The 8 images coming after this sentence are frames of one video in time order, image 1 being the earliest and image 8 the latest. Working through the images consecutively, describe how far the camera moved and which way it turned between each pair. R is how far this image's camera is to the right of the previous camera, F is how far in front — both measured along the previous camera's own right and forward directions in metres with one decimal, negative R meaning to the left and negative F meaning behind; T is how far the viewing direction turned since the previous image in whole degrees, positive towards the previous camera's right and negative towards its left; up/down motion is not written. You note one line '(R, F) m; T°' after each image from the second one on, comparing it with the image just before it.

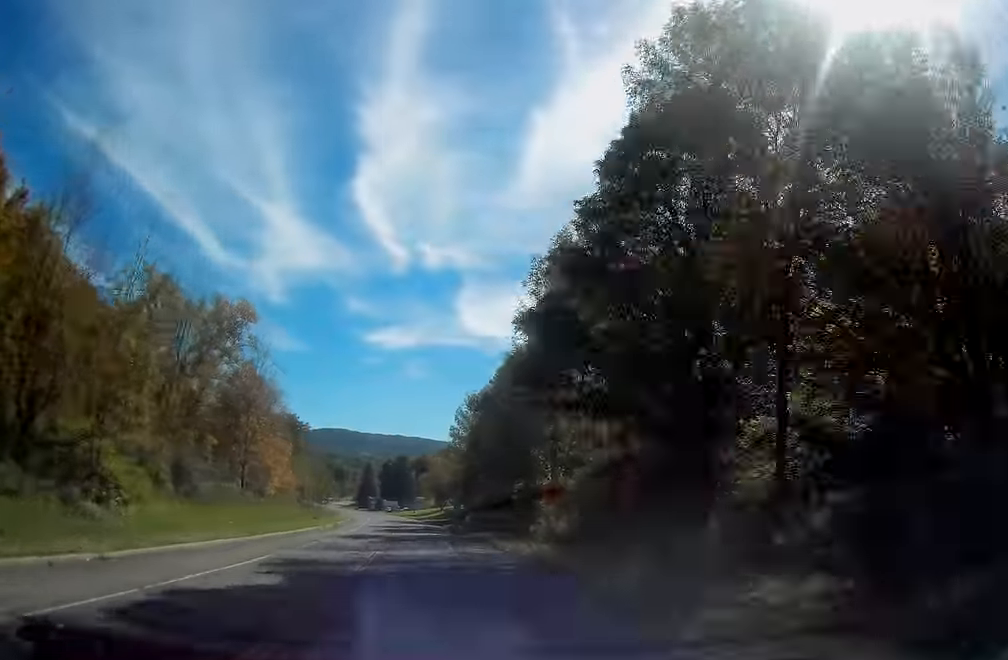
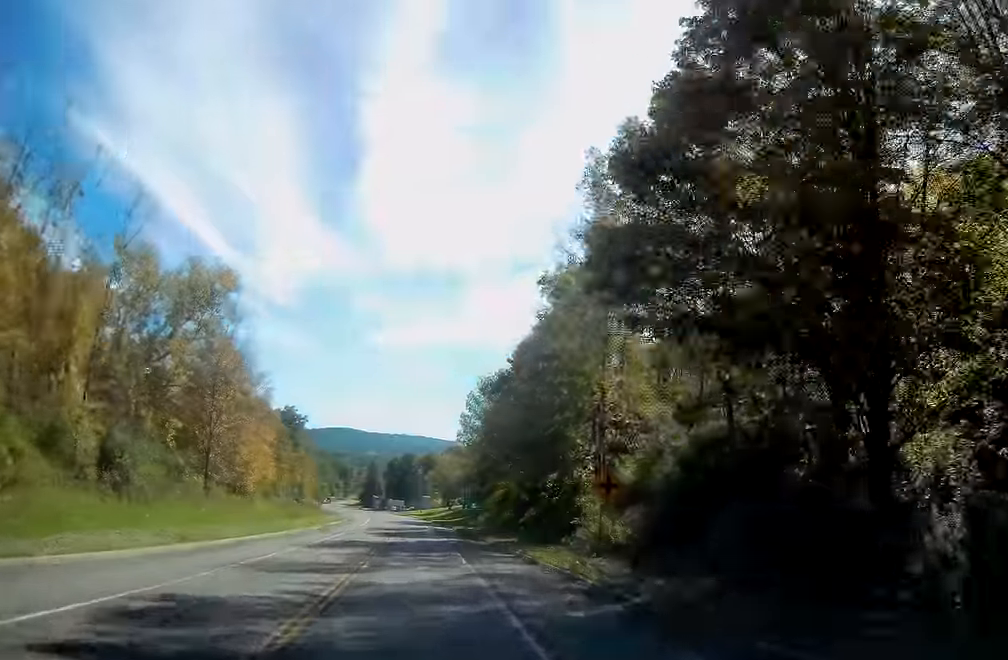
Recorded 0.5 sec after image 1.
(0.0, +11.4) m; -1°
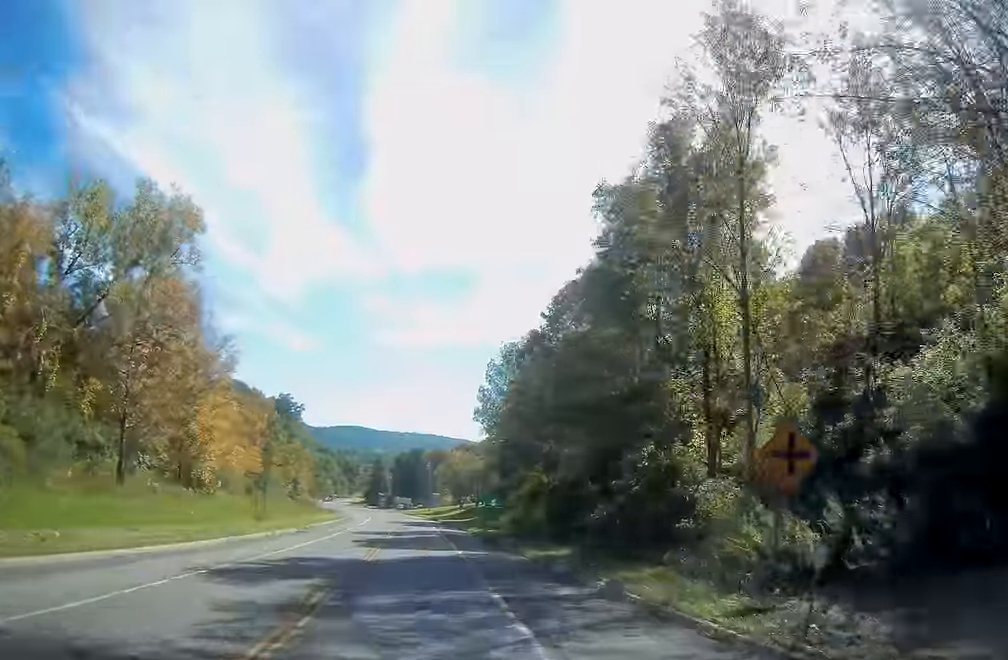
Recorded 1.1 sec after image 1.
(-0.3, +15.5) m; -1°
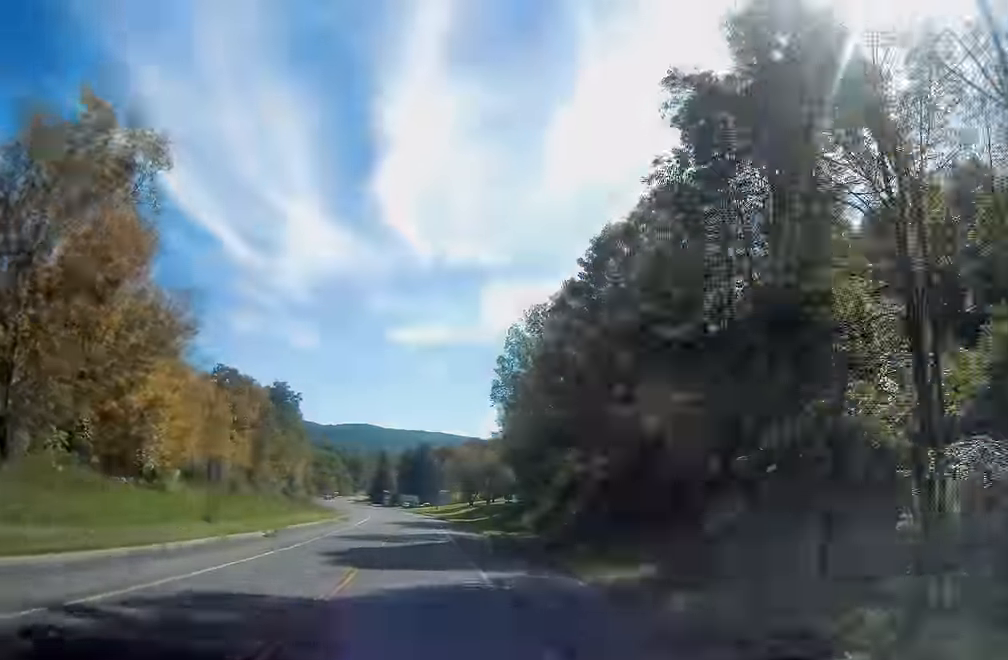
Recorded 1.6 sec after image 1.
(-0.1, +11.4) m; 0°
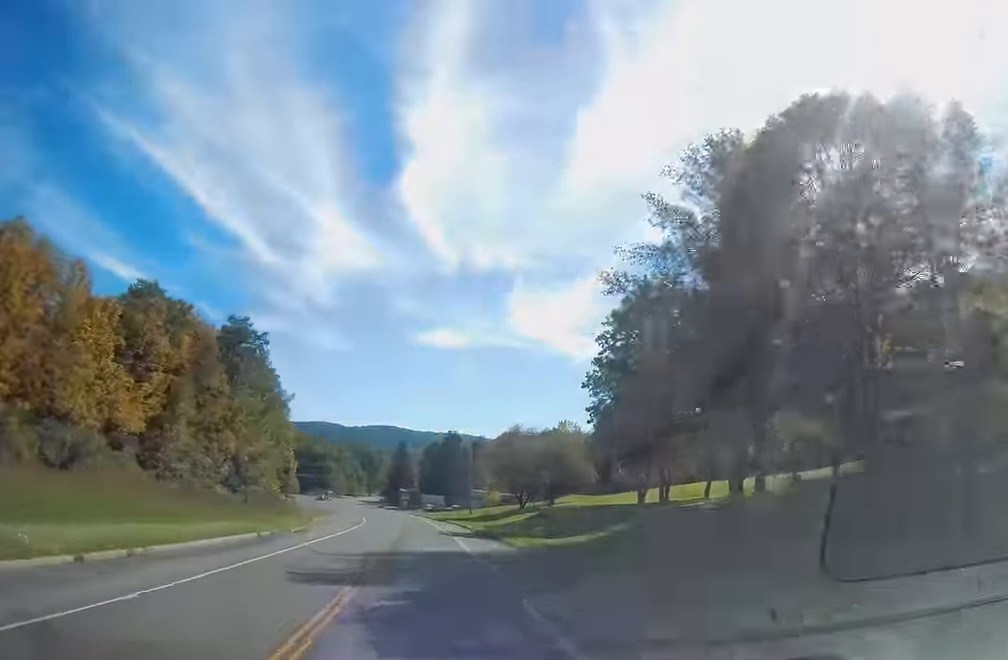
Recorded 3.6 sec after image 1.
(-0.8, +49.6) m; -2°
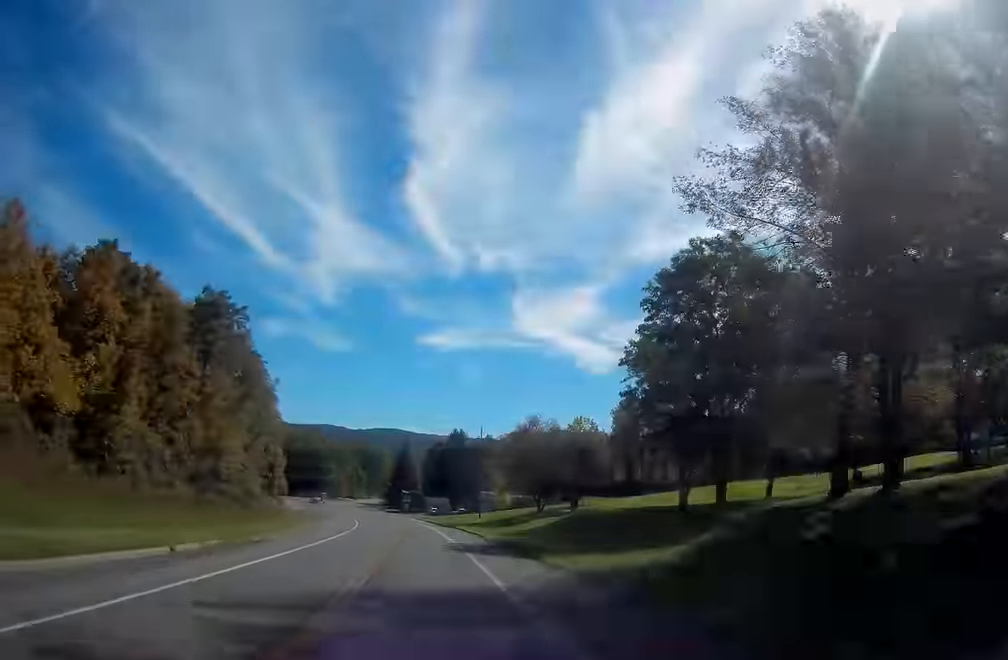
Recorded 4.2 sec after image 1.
(-0.2, +13.0) m; 0°
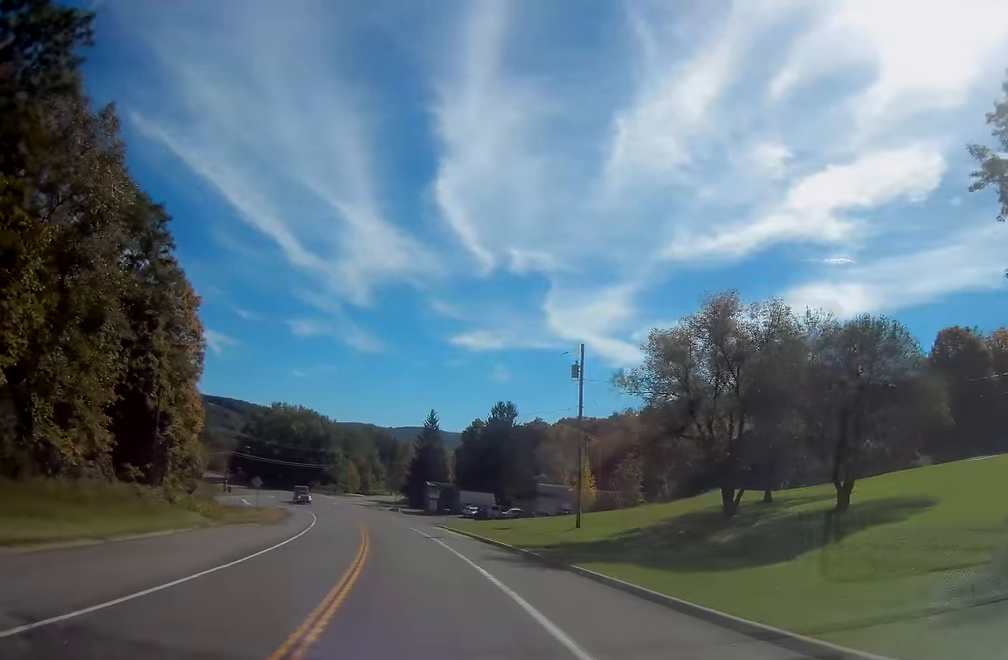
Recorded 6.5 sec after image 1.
(-0.3, +48.6) m; -2°
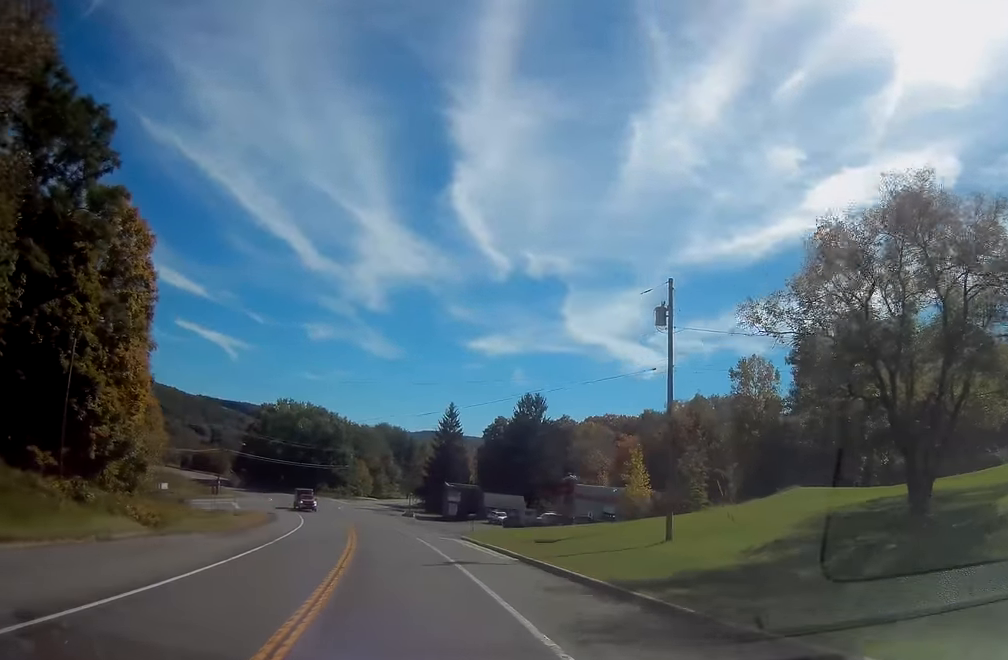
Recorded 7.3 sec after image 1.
(-0.1, +14.9) m; -1°
